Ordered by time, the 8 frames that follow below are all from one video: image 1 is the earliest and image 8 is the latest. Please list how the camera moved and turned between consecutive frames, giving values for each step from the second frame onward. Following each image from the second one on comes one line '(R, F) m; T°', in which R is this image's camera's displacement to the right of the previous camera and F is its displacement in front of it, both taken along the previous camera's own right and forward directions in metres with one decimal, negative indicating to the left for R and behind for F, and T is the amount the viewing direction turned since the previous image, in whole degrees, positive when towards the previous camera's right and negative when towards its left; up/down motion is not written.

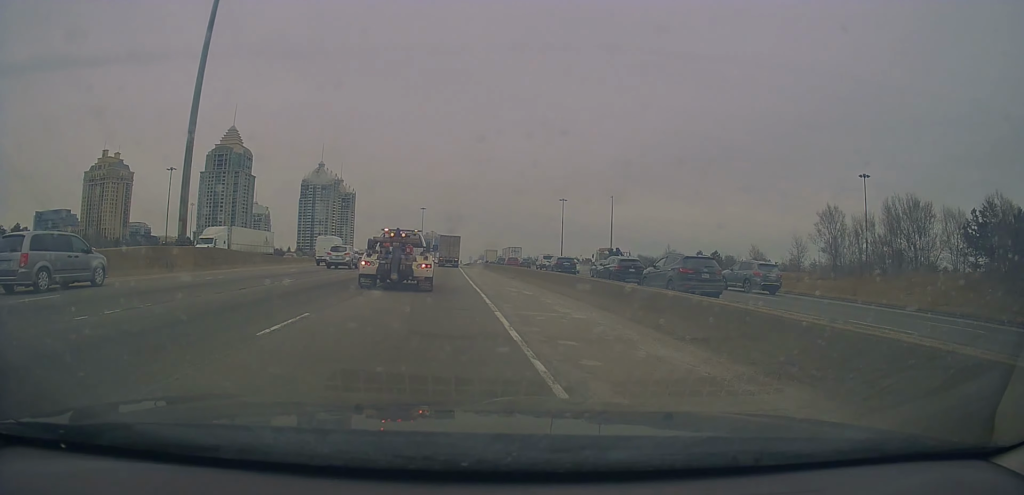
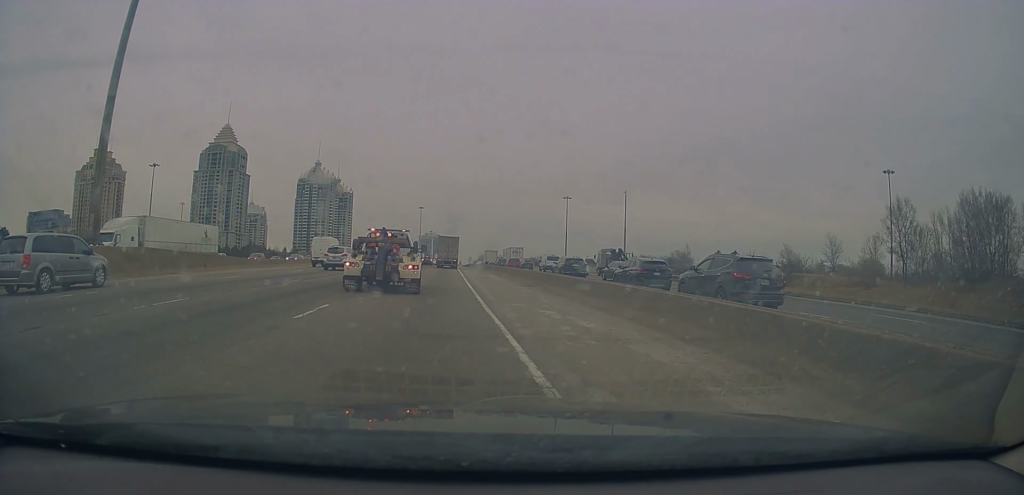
(-0.1, +10.4) m; 0°
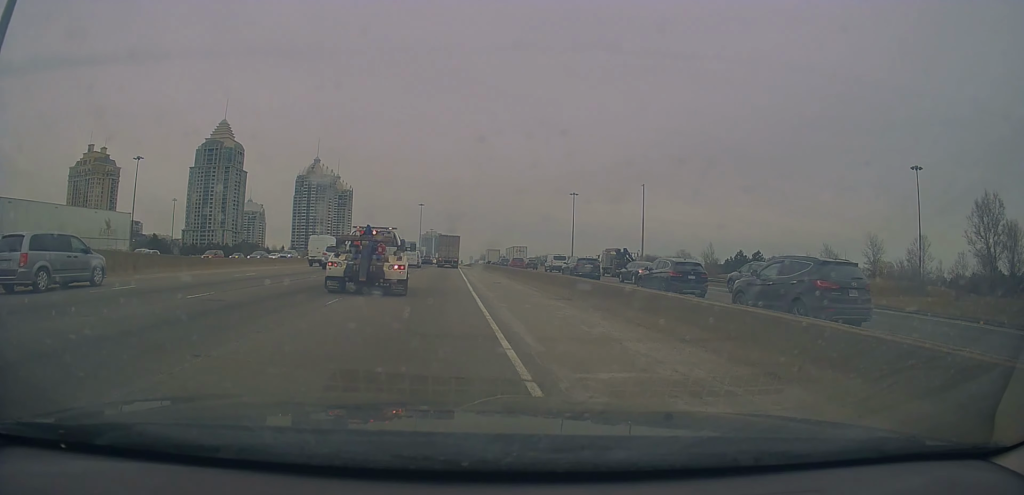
(-0.4, +9.7) m; 0°
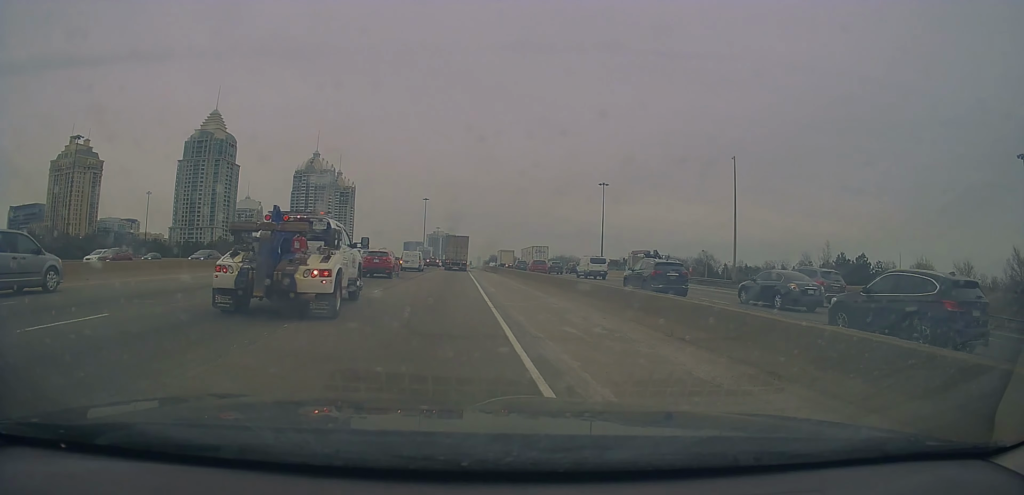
(+0.5, +27.8) m; 0°
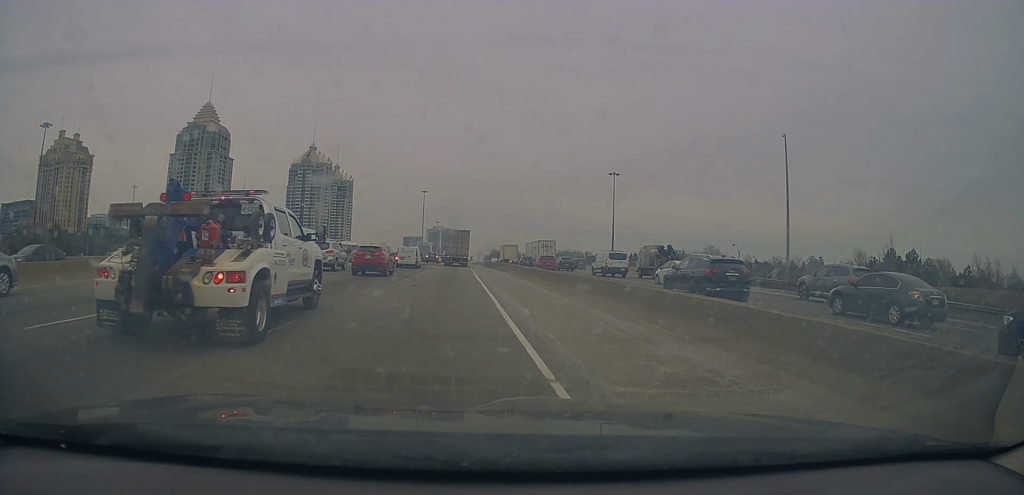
(0.0, +8.9) m; 0°
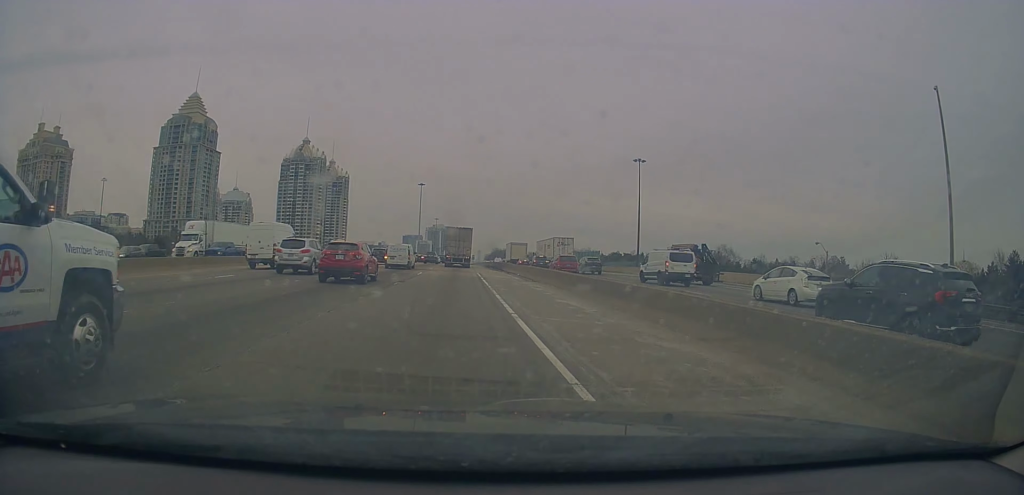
(+0.1, +17.8) m; 0°
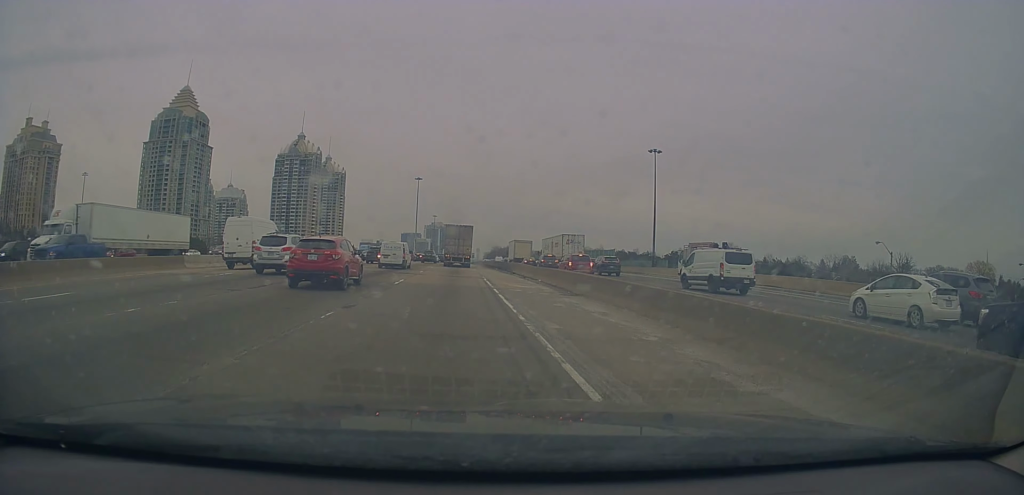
(0.0, +10.2) m; -1°
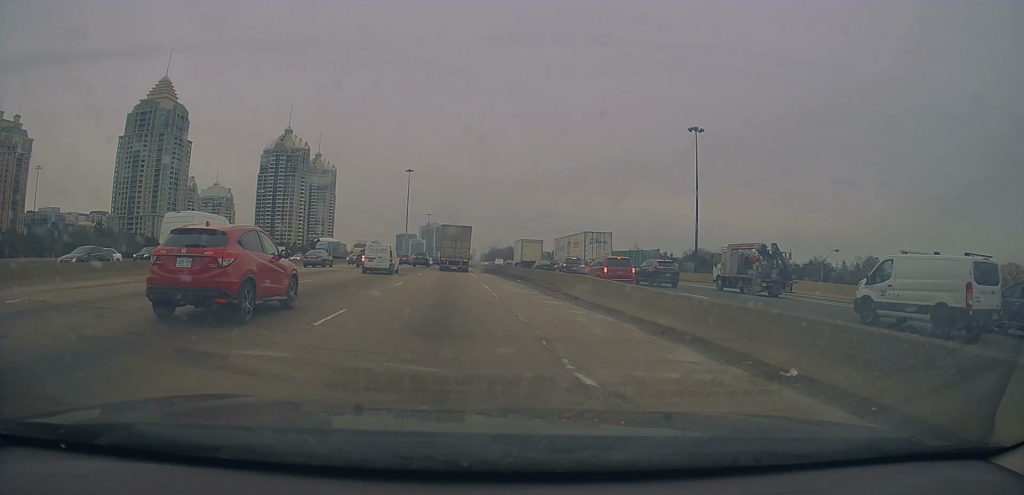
(-0.3, +24.2) m; +1°
